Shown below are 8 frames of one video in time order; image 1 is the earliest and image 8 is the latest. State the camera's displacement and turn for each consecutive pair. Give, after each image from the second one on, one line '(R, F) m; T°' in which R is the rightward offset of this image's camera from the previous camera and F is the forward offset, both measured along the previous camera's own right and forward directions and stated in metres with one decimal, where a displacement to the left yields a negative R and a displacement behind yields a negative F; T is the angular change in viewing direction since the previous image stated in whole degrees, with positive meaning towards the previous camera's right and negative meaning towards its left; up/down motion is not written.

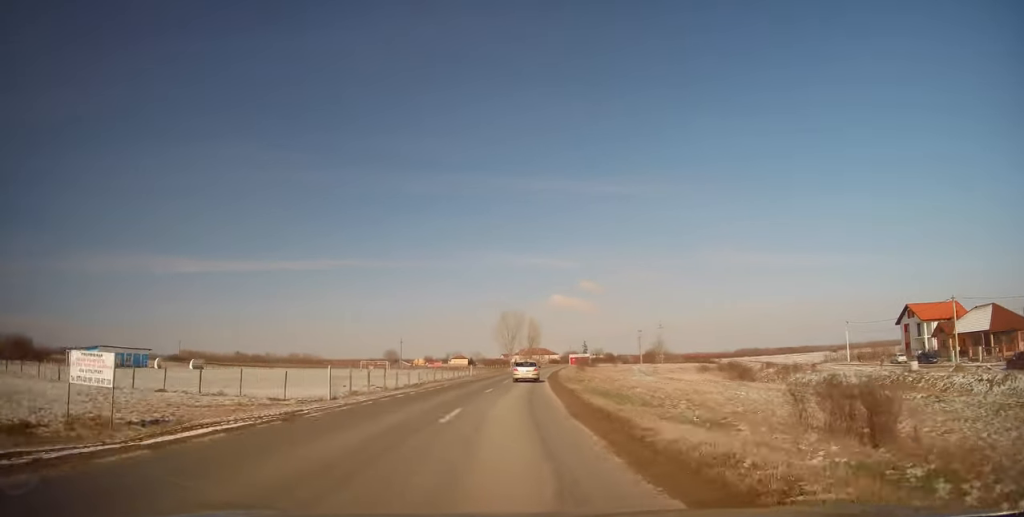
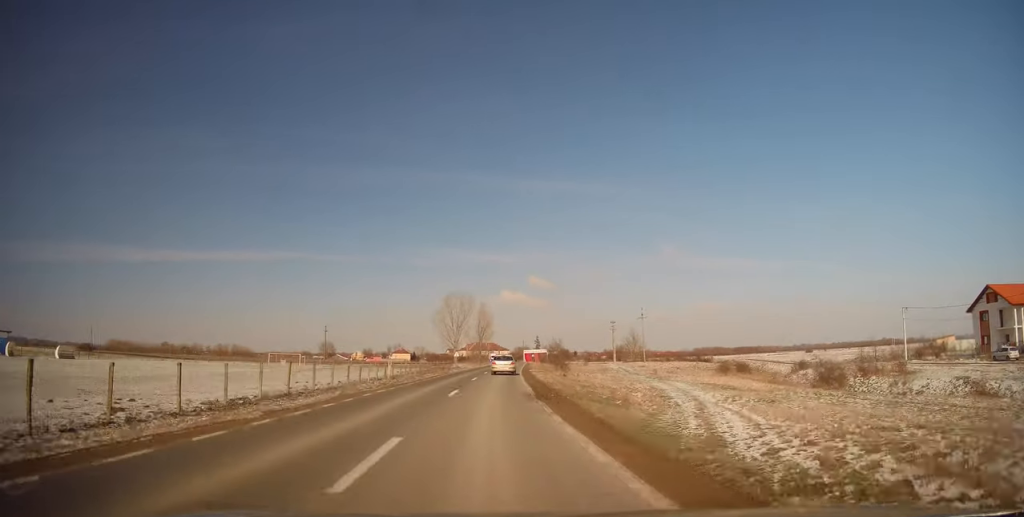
(+1.9, +29.4) m; +5°
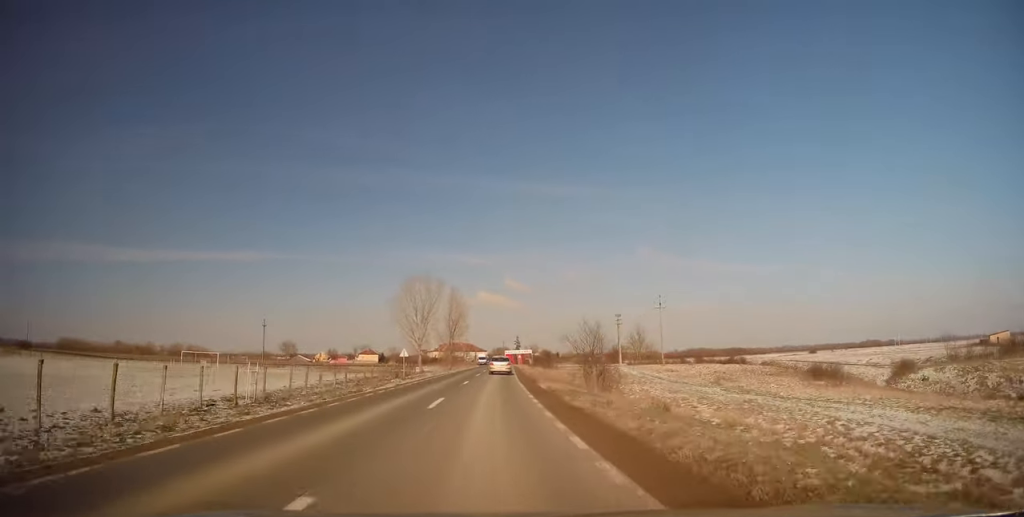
(+0.4, +26.9) m; +2°
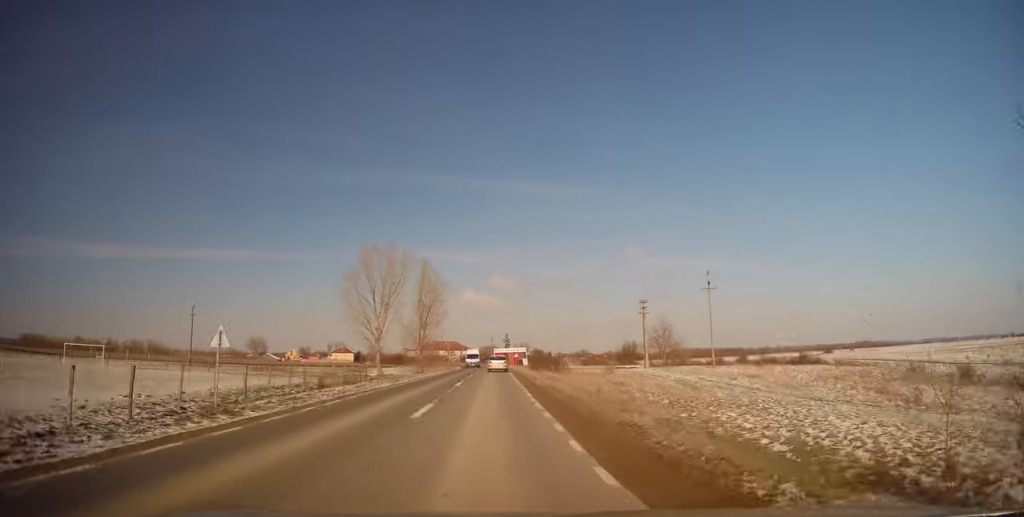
(+0.6, +26.3) m; +2°
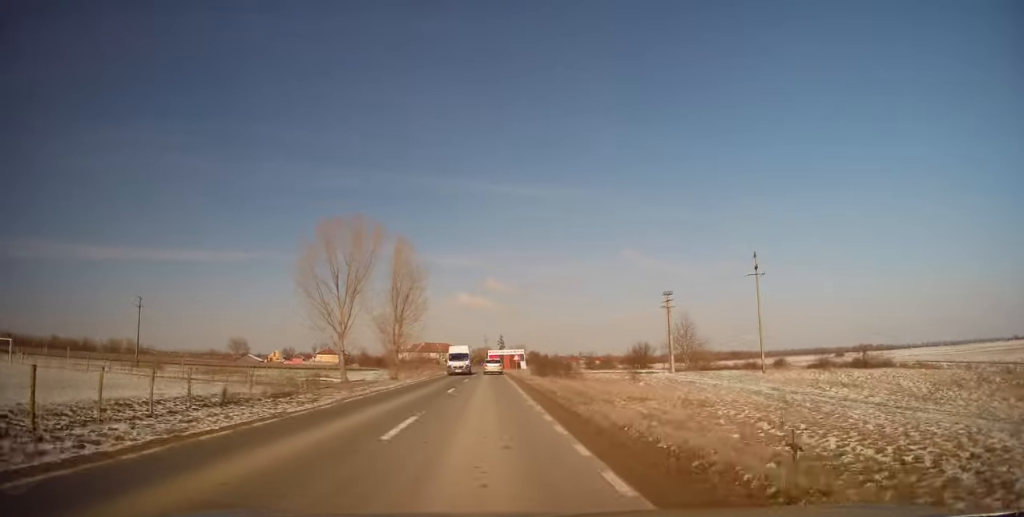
(0.0, +14.6) m; +1°
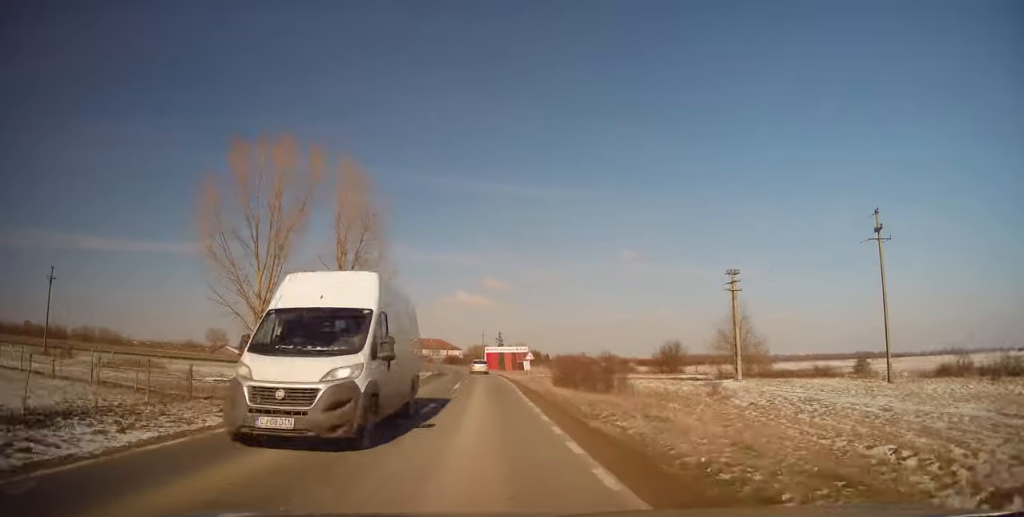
(+0.3, +19.9) m; 0°
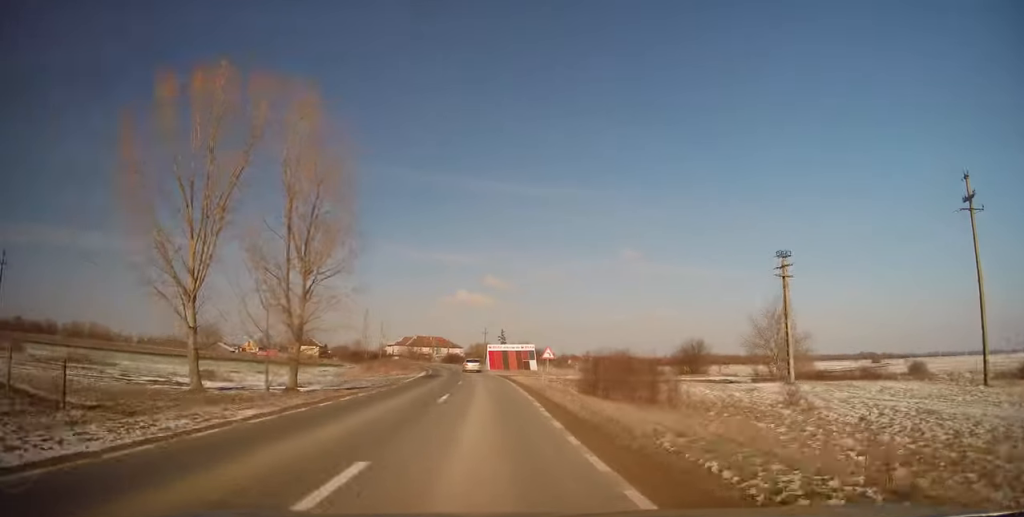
(0.0, +9.1) m; 0°
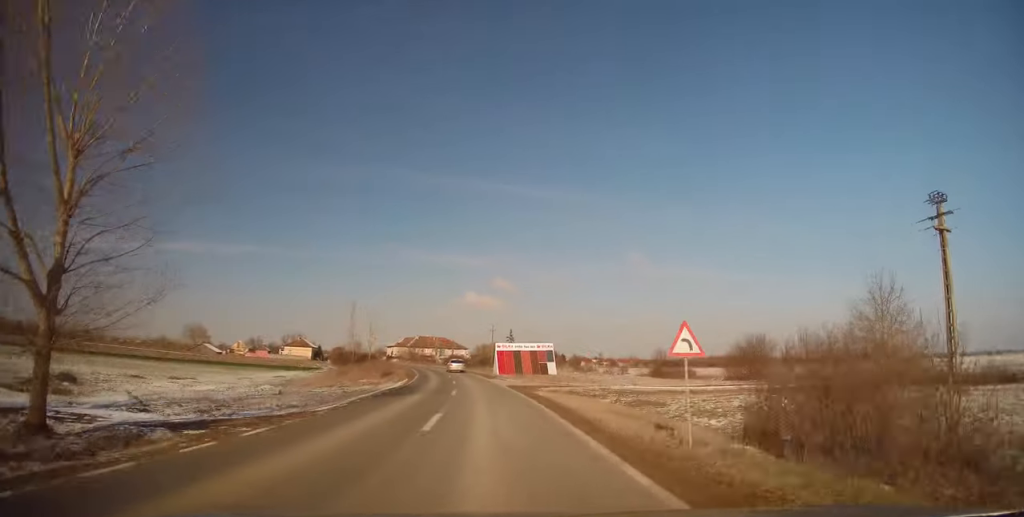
(-0.3, +17.1) m; -1°
